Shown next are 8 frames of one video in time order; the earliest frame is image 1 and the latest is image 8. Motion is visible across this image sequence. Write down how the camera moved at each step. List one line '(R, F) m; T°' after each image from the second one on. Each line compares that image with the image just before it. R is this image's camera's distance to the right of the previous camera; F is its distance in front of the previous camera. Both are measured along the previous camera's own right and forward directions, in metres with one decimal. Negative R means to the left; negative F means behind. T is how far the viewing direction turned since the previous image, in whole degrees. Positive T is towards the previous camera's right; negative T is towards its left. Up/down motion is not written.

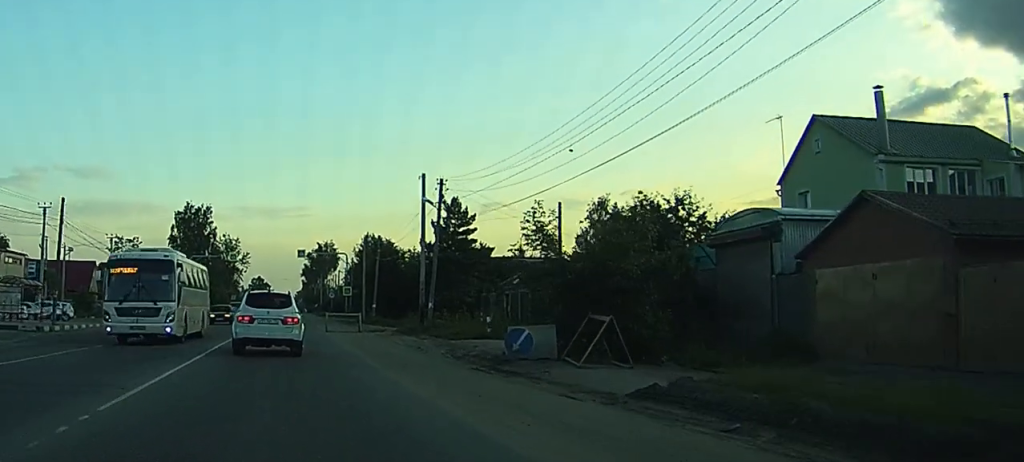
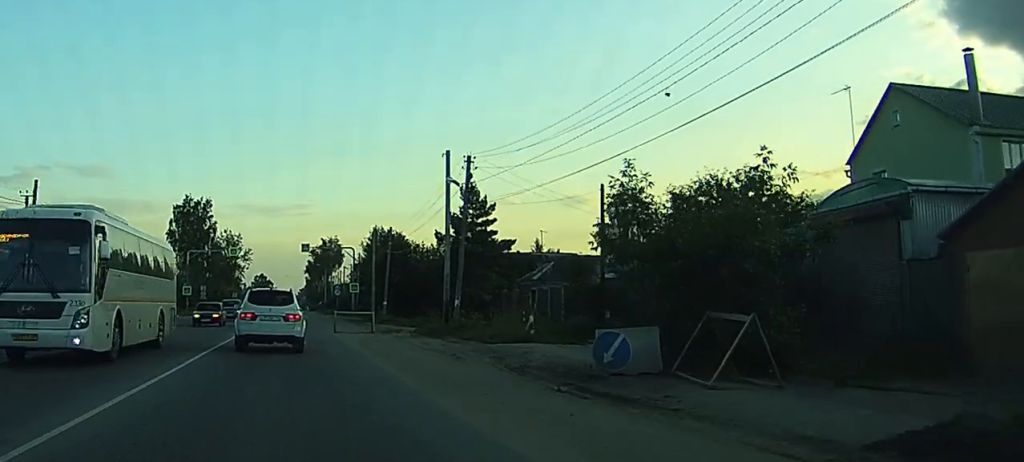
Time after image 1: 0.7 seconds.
(0.0, +5.4) m; -1°
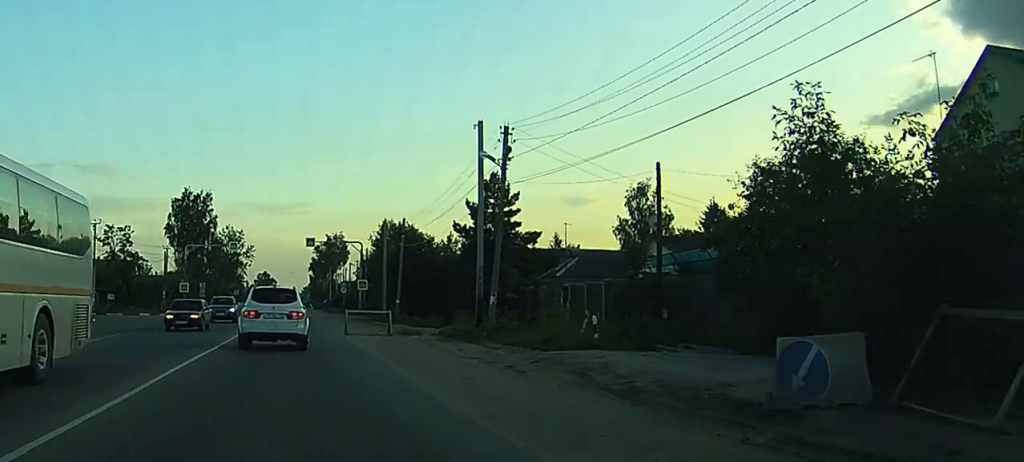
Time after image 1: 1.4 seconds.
(0.0, +5.4) m; -1°
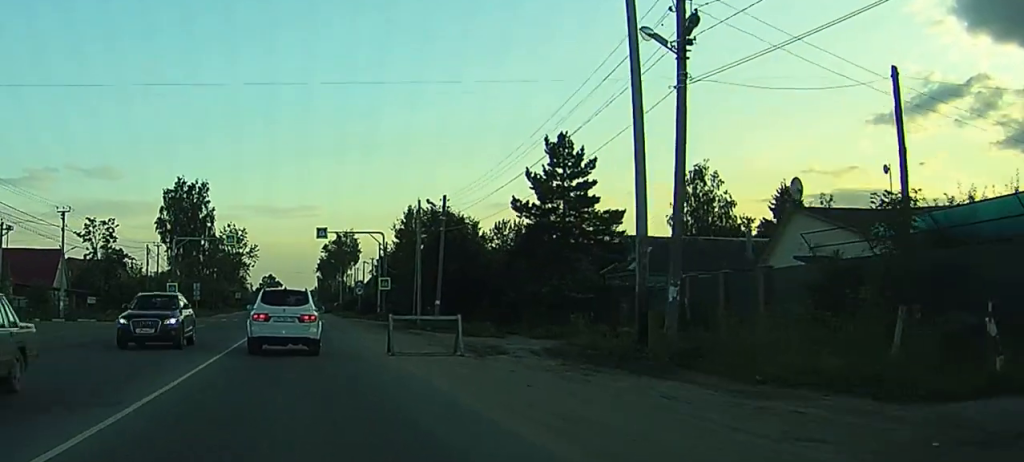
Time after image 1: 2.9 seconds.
(-0.2, +13.4) m; -1°
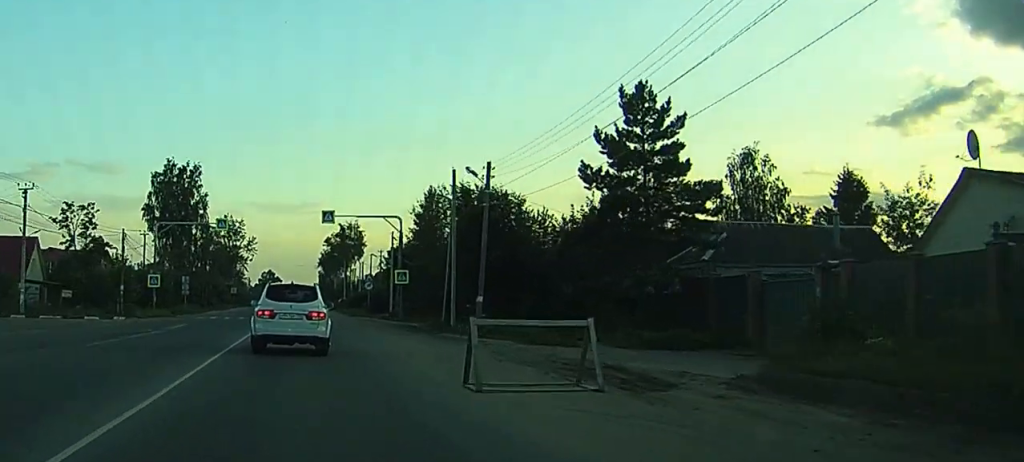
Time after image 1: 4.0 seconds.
(-0.1, +10.1) m; 0°
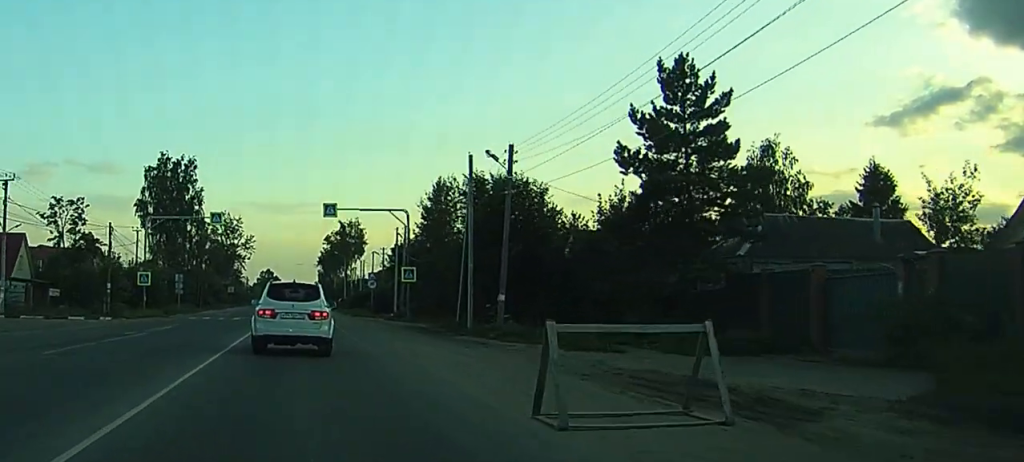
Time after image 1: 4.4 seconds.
(0.0, +4.0) m; 0°
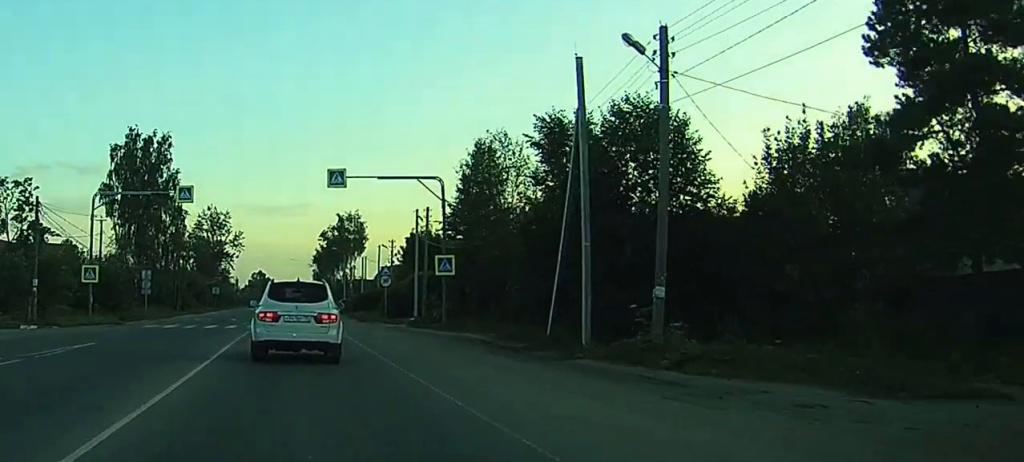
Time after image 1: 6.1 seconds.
(+0.3, +15.6) m; +1°
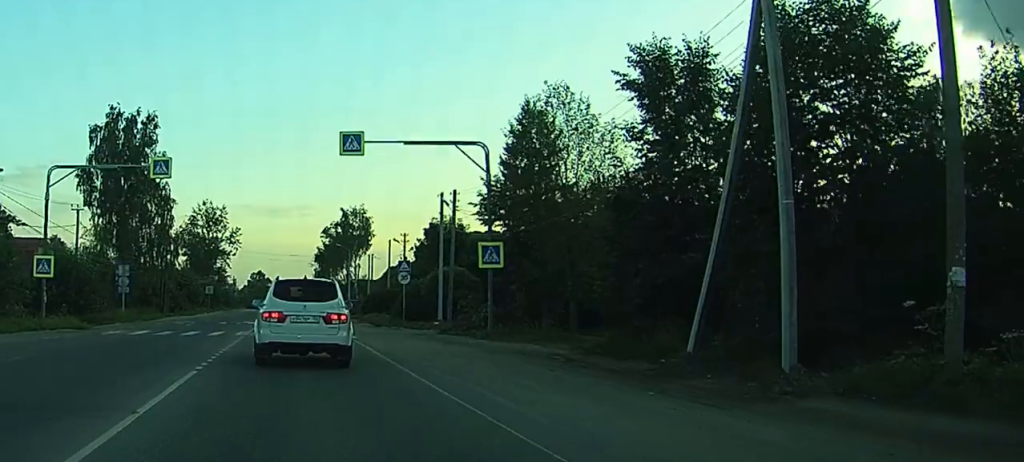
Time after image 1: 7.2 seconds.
(0.0, +9.6) m; 0°
